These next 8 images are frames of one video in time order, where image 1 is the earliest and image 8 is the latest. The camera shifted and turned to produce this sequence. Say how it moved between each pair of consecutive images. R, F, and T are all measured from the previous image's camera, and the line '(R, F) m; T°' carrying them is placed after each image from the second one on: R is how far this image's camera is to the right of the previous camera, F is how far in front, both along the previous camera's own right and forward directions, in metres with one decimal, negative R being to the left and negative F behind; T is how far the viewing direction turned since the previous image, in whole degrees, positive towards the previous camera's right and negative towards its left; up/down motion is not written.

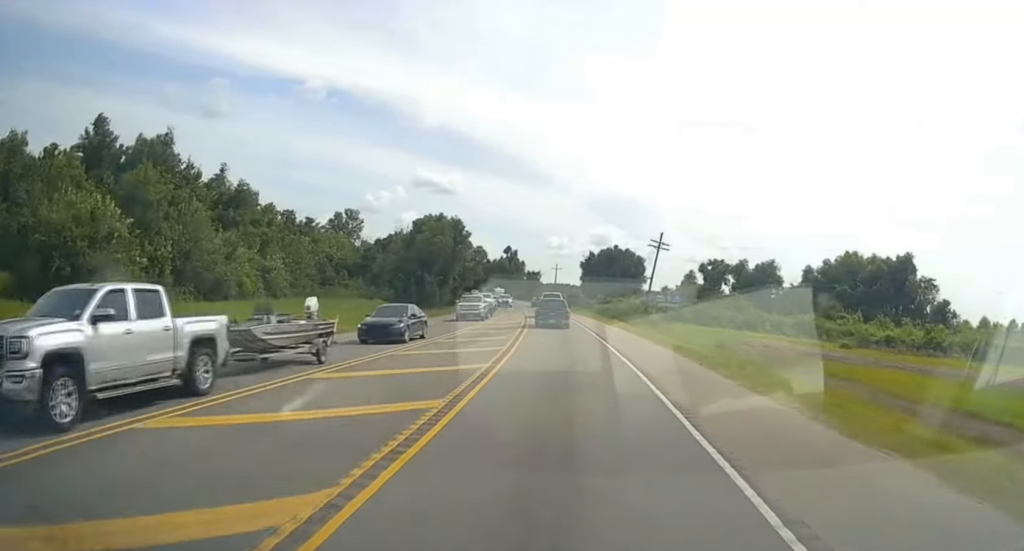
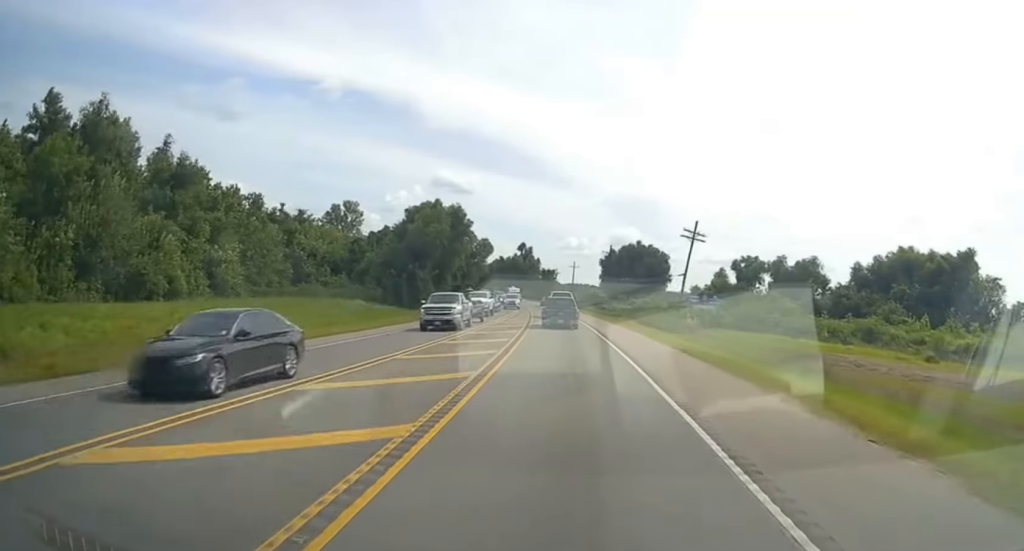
(-0.3, +13.9) m; -2°
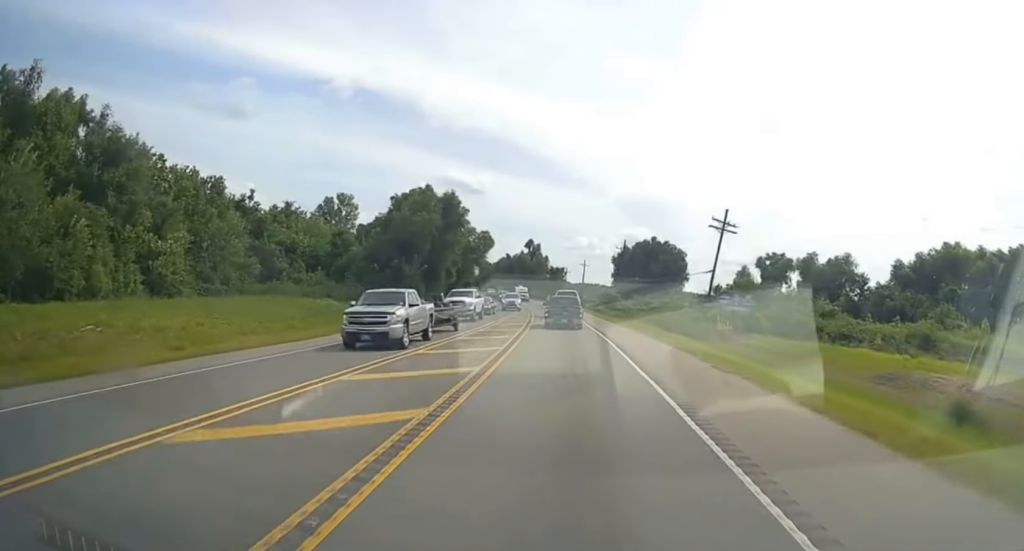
(-0.1, +10.9) m; -1°
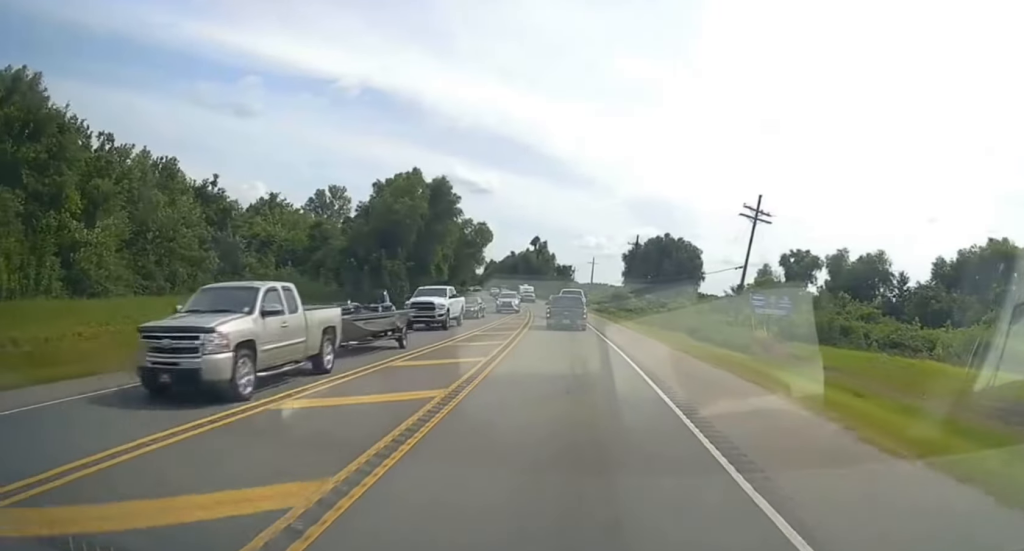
(-0.1, +9.7) m; -1°
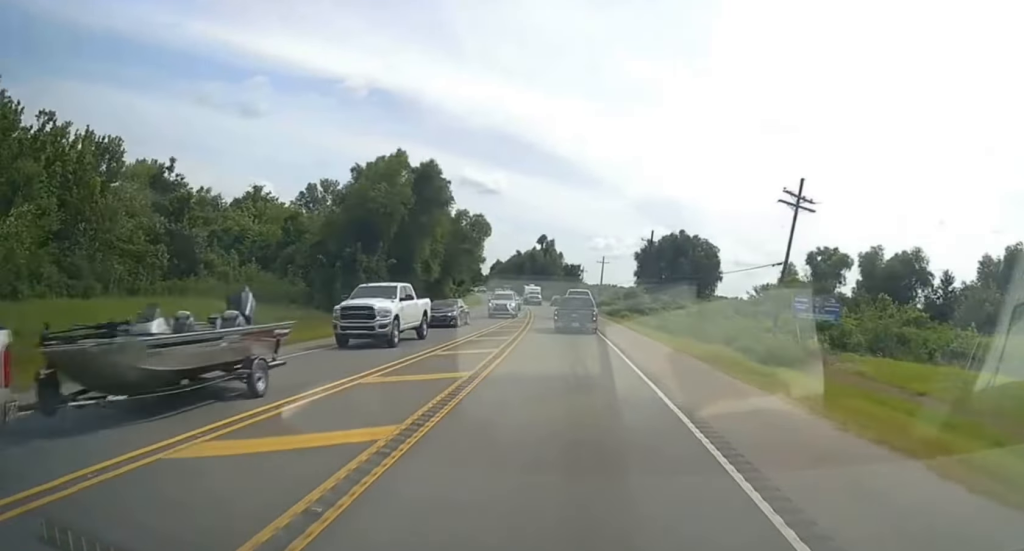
(0.0, +9.5) m; -1°
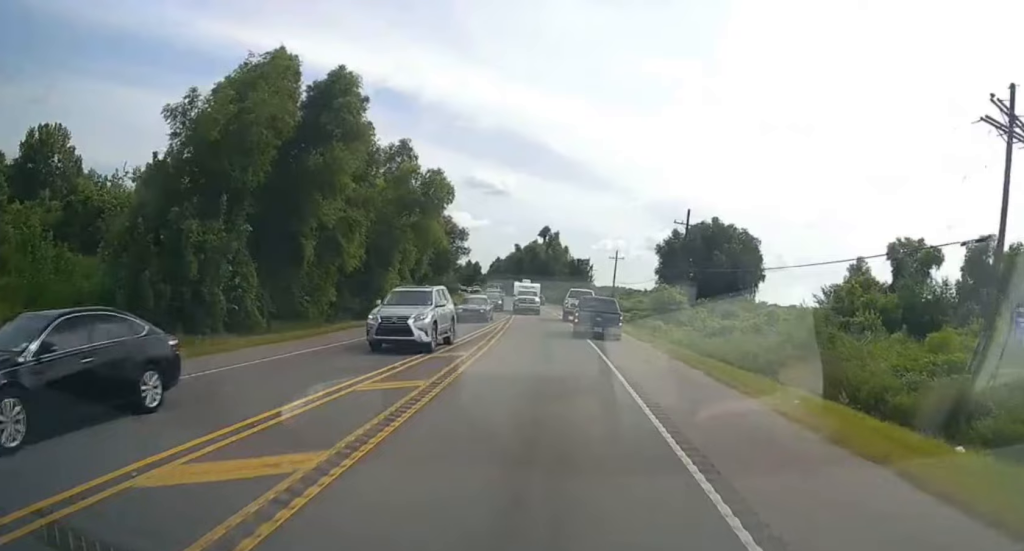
(-0.2, +27.0) m; +1°
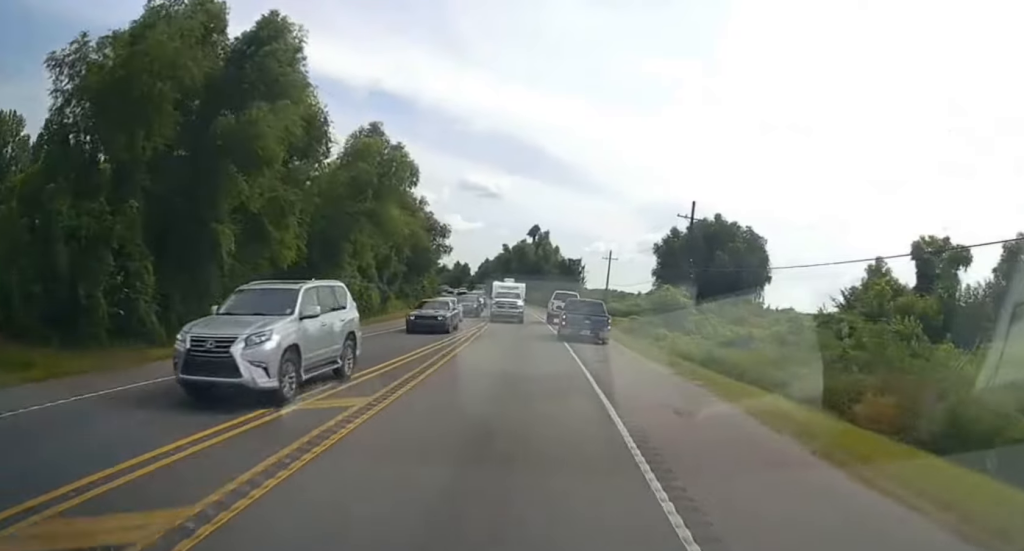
(+0.2, +8.9) m; 0°
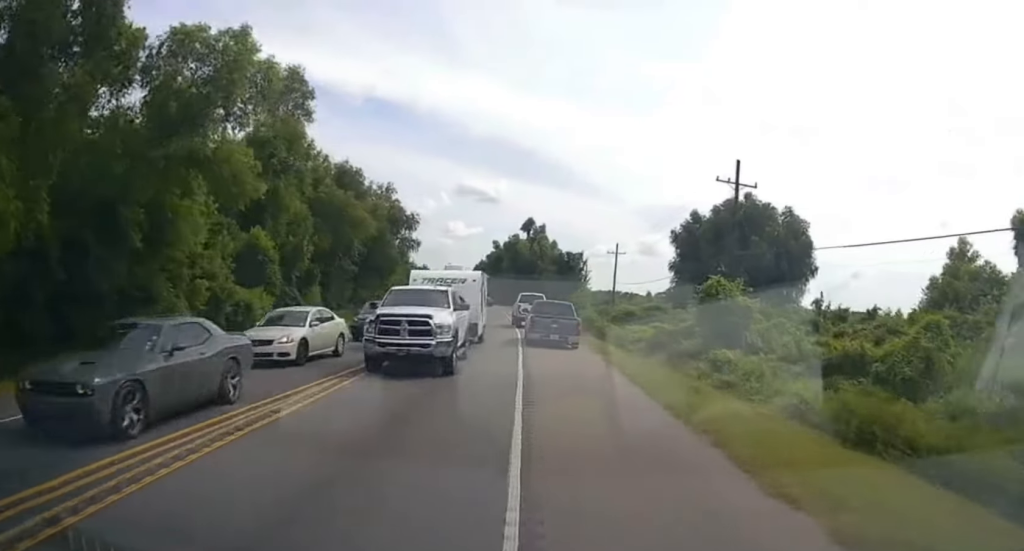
(-0.8, +19.7) m; -2°
